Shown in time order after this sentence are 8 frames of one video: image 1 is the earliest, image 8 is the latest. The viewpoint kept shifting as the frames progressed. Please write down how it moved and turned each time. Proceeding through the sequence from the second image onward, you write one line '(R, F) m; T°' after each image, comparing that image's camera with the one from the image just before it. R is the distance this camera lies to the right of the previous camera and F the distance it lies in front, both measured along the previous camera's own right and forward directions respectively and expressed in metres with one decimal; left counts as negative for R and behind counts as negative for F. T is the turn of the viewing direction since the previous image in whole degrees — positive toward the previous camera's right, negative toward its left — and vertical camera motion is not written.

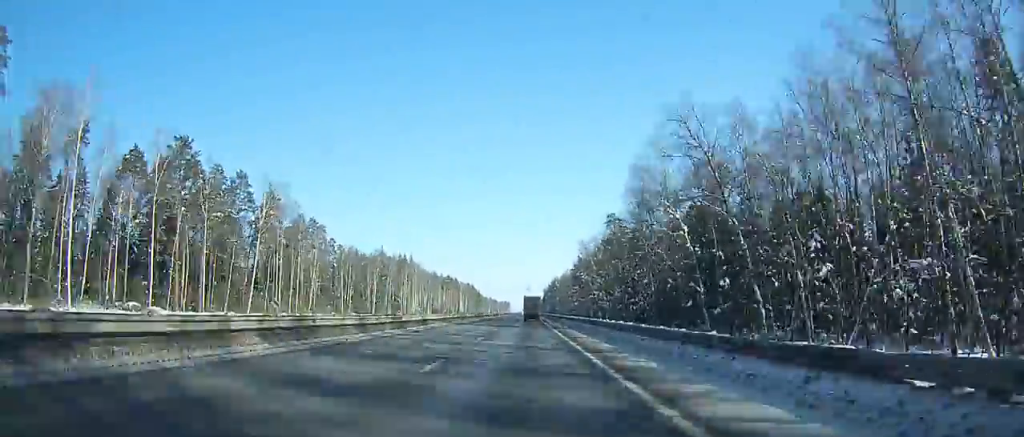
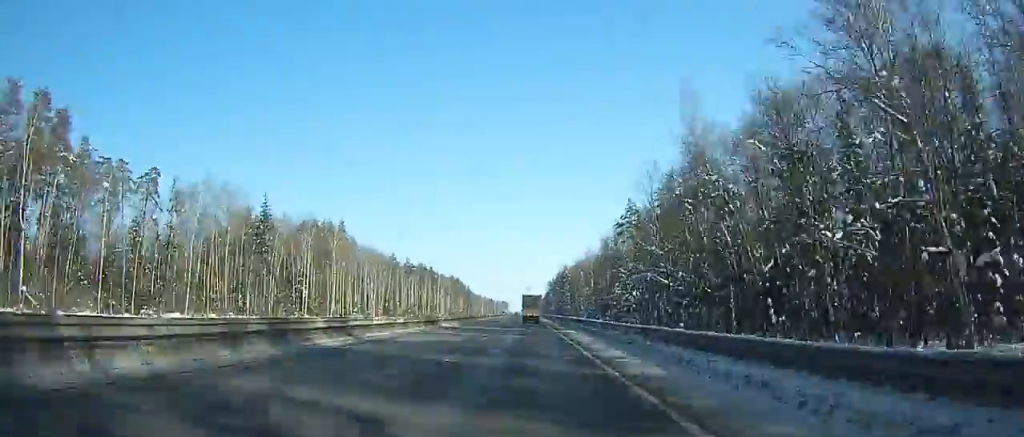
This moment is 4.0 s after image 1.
(+0.1, +104.0) m; 0°
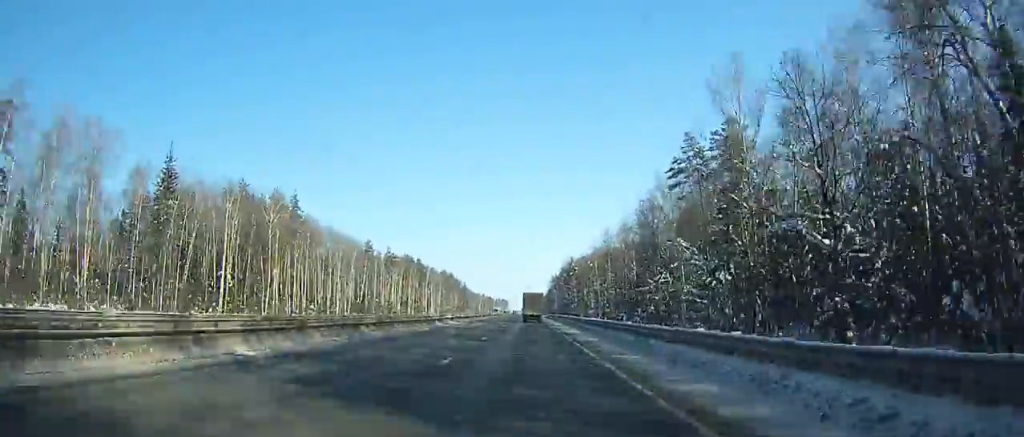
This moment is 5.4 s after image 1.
(-0.2, +34.7) m; 0°
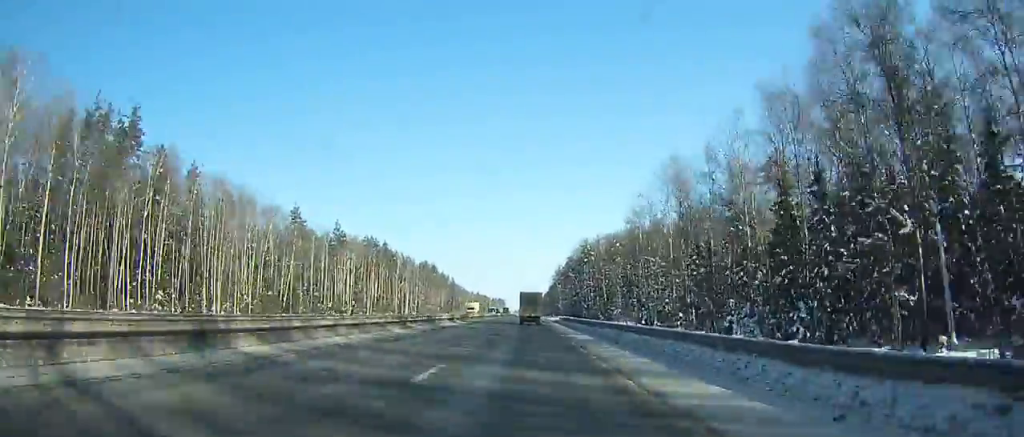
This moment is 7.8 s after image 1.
(-0.1, +58.8) m; -1°
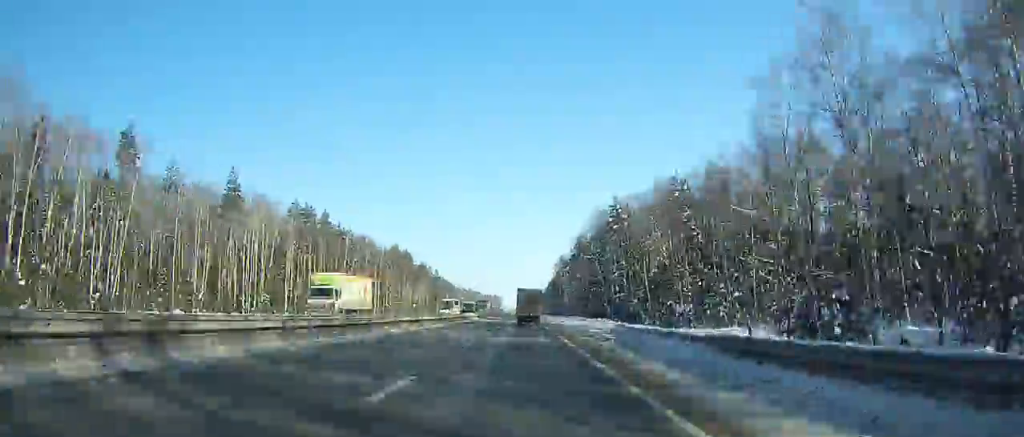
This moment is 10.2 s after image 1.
(+0.6, +57.0) m; -3°
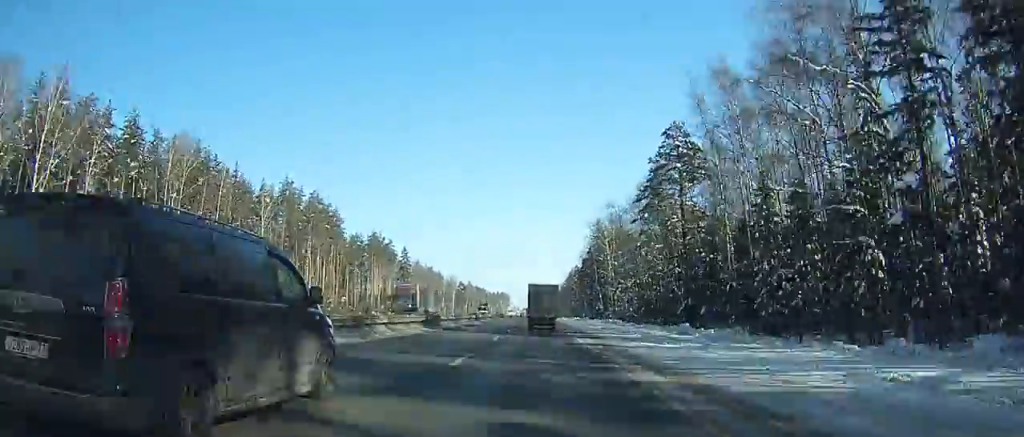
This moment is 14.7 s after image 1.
(+3.2, +109.5) m; +6°
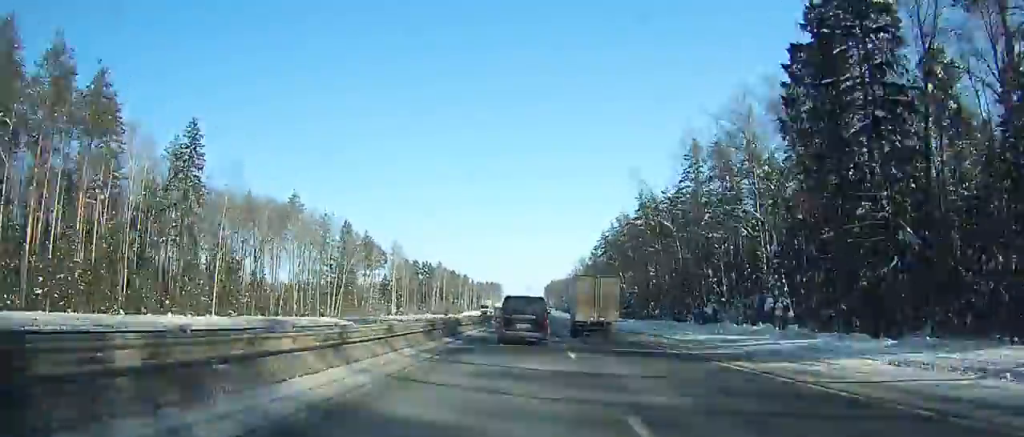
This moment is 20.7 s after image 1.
(-0.8, +169.6) m; -2°
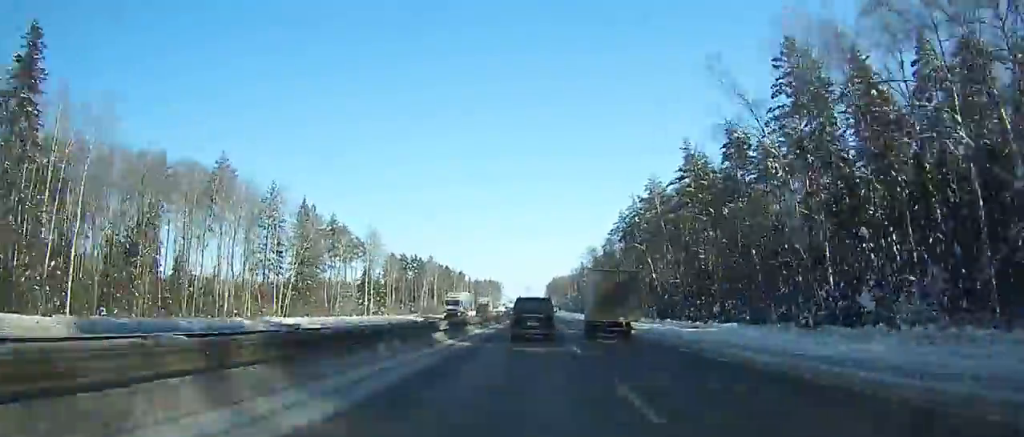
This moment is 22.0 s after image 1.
(-0.2, +36.6) m; 0°
